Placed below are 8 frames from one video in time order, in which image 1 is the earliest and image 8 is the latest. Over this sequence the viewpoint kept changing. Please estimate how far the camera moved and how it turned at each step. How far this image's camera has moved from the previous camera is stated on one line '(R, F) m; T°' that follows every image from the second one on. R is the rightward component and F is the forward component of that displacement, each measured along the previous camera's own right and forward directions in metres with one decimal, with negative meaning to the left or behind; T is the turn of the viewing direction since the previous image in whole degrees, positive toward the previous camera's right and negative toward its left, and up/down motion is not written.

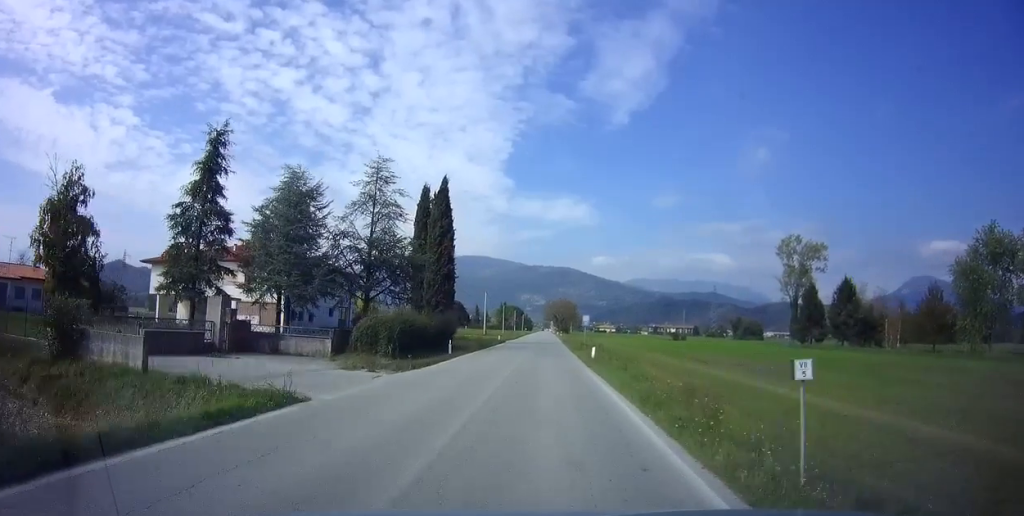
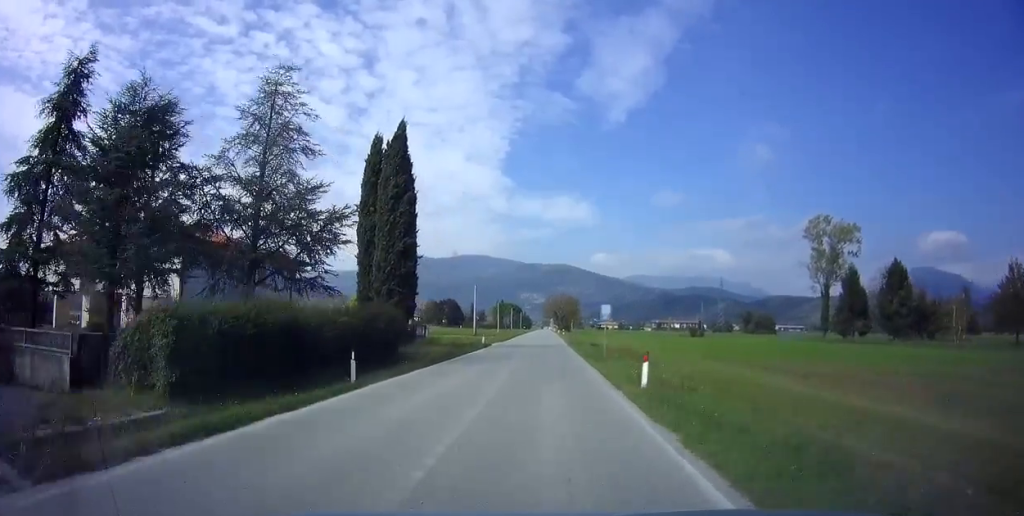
(+0.1, +13.9) m; 0°
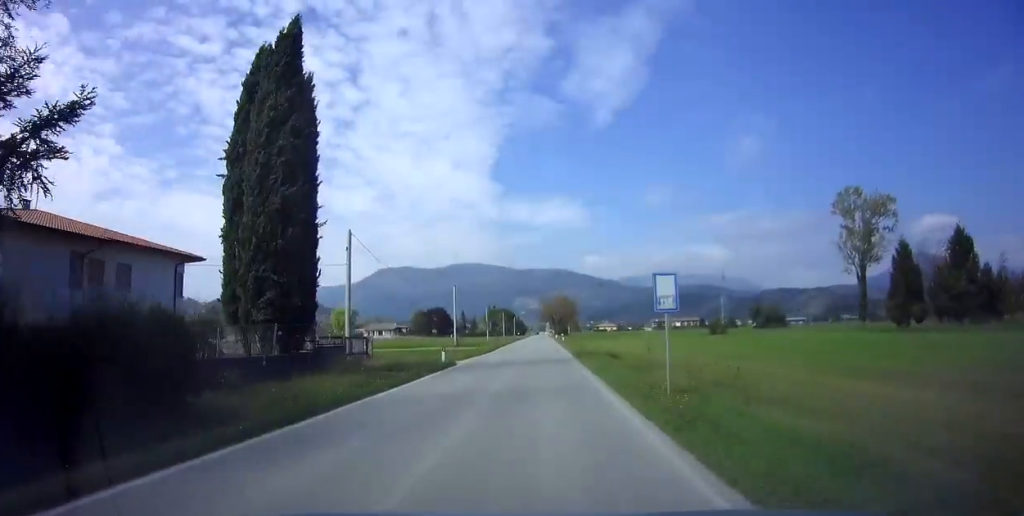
(0.0, +15.0) m; 0°
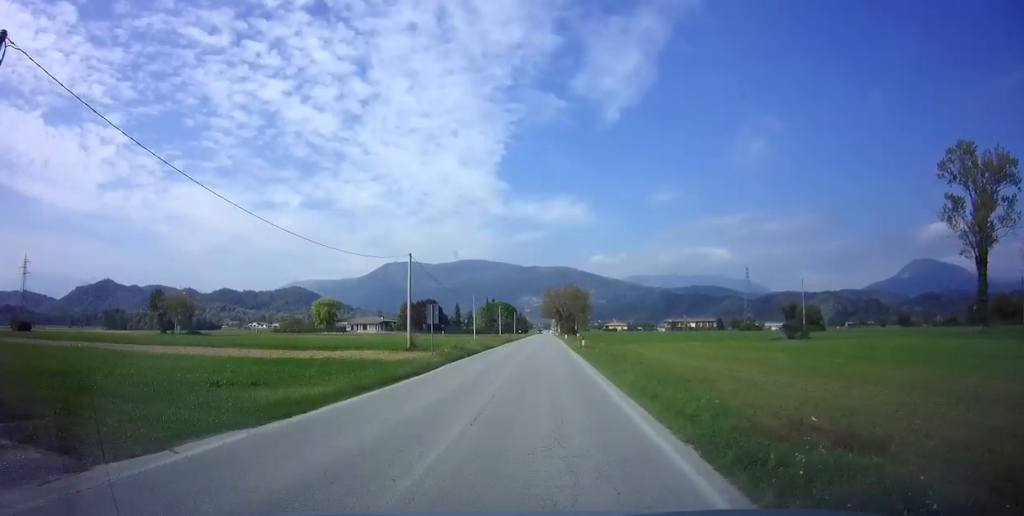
(-0.1, +27.6) m; 0°
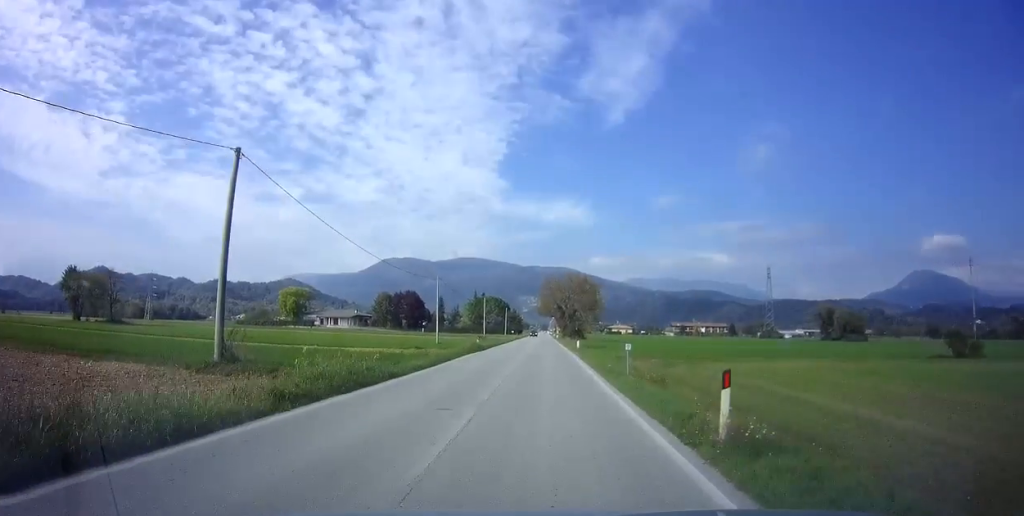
(+0.1, +29.1) m; 0°
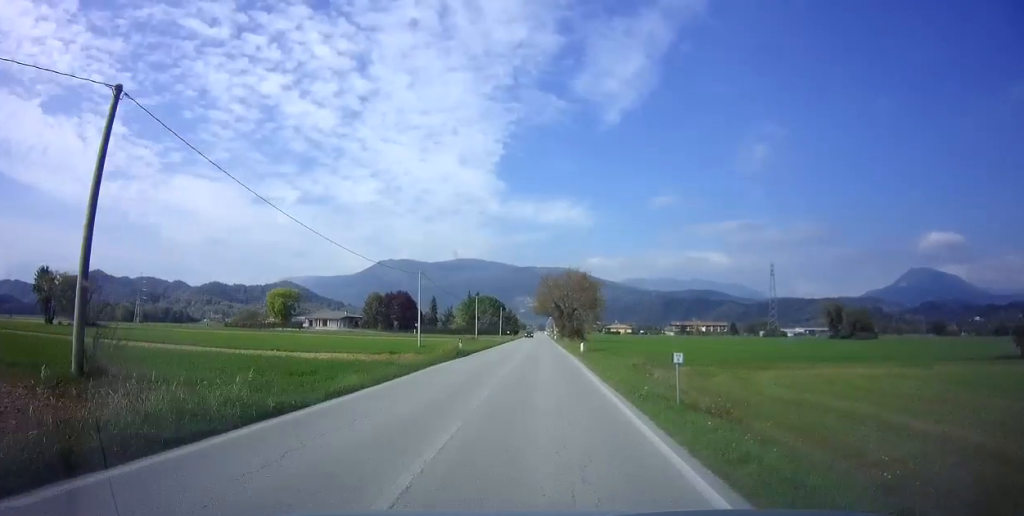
(-0.1, +7.1) m; 0°
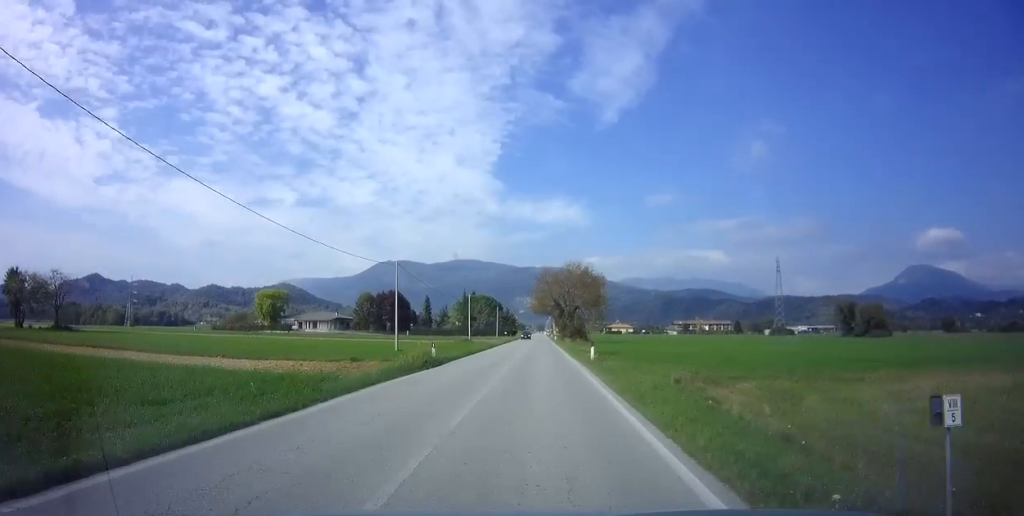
(-0.1, +7.7) m; 0°
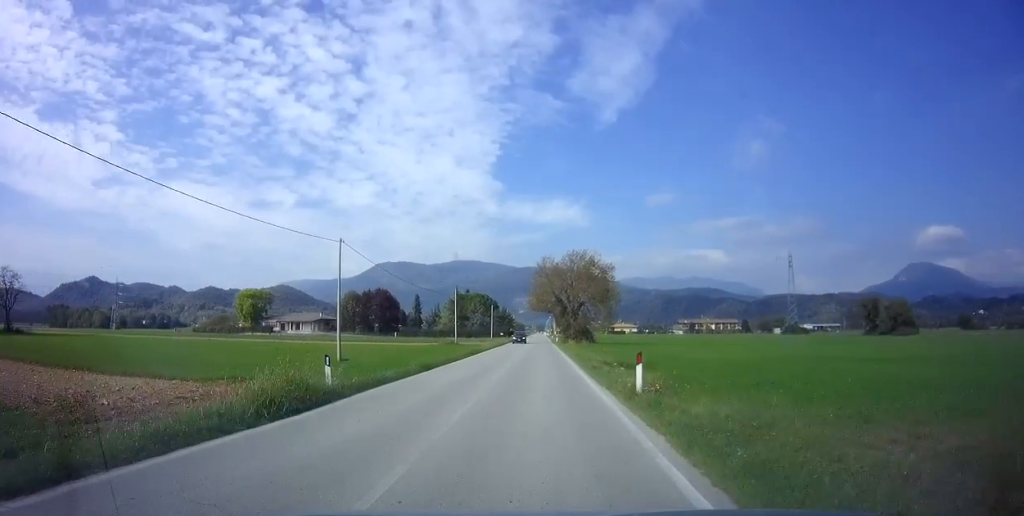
(+0.1, +12.6) m; 0°
